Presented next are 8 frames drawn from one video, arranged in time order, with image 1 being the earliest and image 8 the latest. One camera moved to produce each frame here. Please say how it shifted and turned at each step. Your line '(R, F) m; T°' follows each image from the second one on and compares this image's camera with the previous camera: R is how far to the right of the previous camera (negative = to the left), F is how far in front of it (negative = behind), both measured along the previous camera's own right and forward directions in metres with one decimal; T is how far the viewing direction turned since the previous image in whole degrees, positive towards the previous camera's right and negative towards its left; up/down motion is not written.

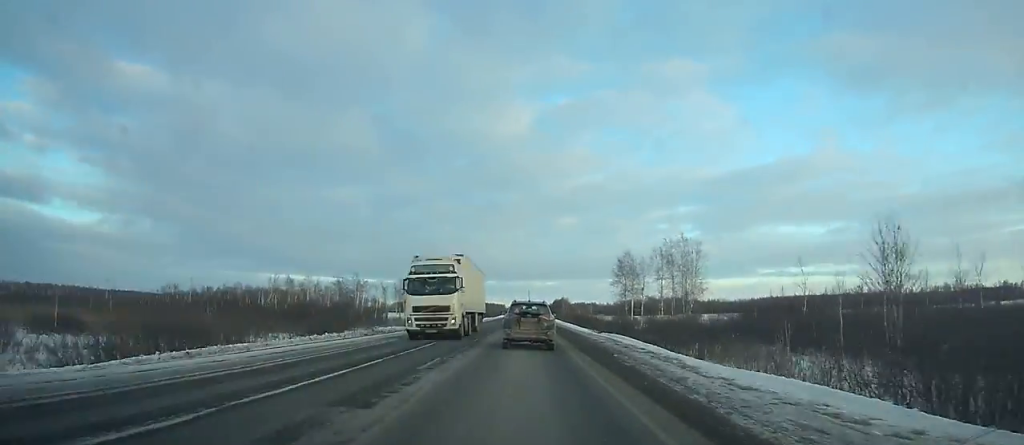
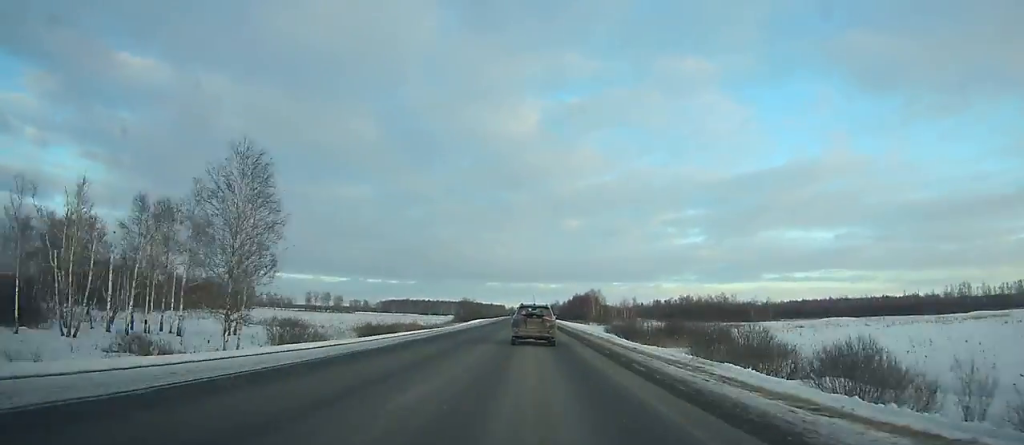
(-0.1, +122.9) m; 0°
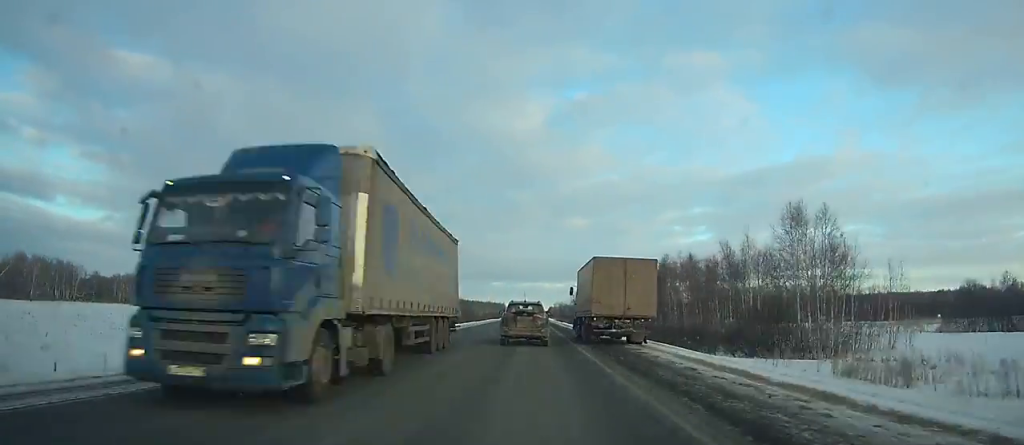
(0.0, +133.4) m; 0°
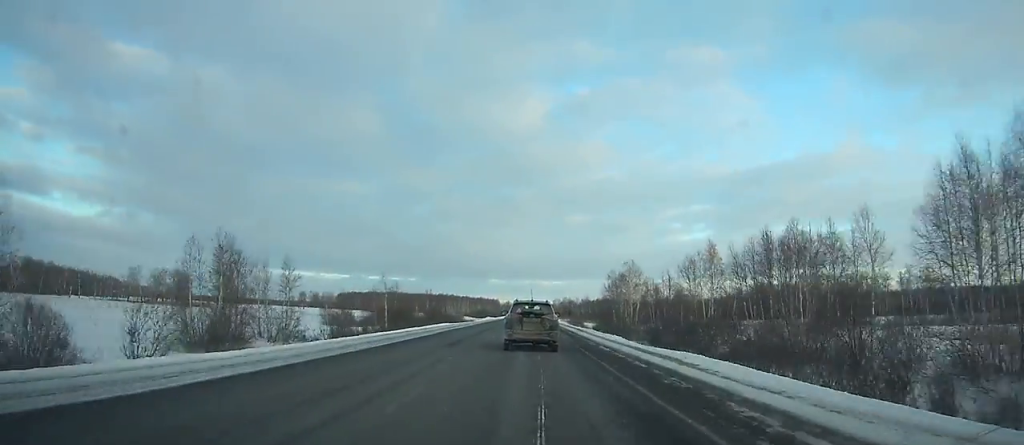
(-0.4, +79.9) m; 0°
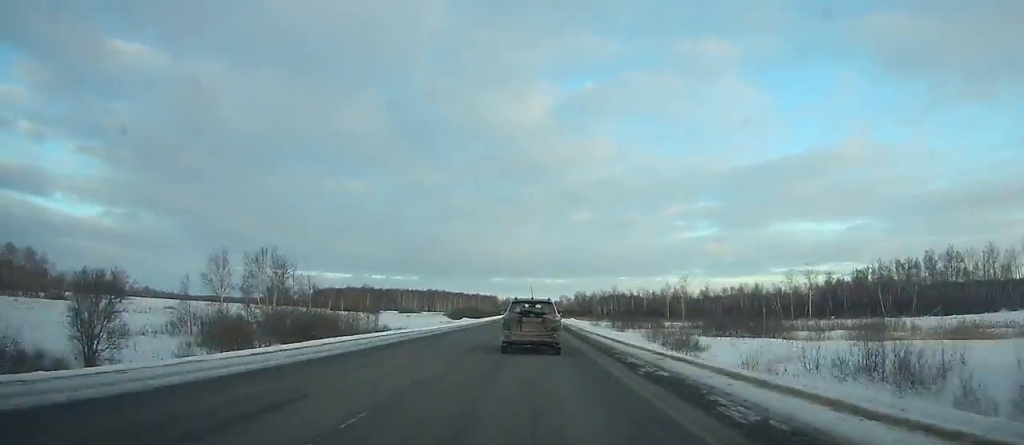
(-0.2, +90.9) m; 0°
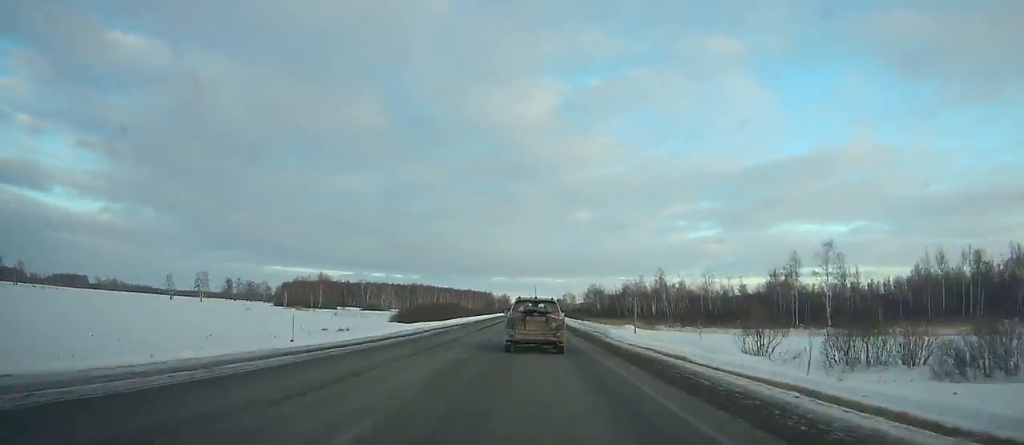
(-0.1, +79.5) m; 0°
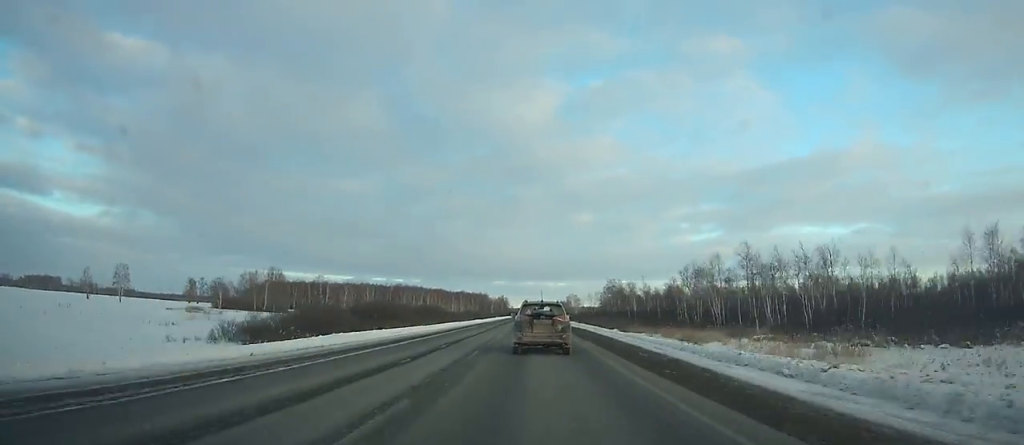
(+0.2, +56.9) m; 0°
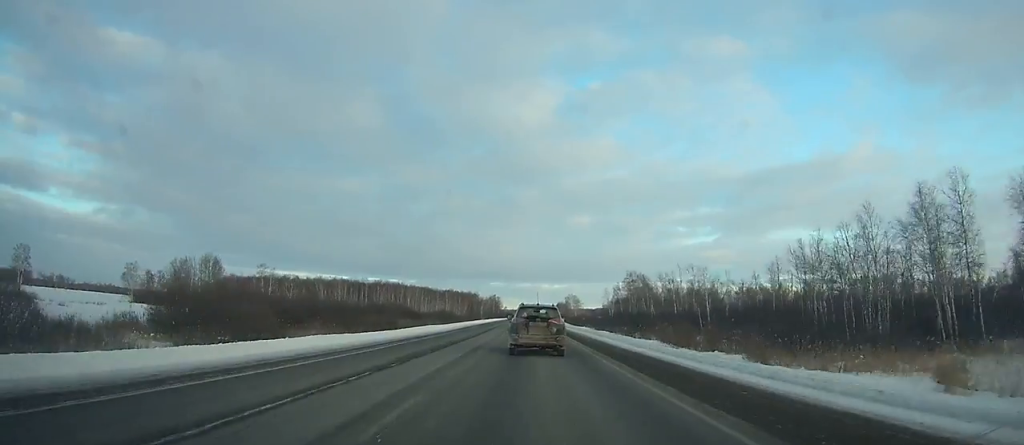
(+0.1, +48.5) m; 0°
